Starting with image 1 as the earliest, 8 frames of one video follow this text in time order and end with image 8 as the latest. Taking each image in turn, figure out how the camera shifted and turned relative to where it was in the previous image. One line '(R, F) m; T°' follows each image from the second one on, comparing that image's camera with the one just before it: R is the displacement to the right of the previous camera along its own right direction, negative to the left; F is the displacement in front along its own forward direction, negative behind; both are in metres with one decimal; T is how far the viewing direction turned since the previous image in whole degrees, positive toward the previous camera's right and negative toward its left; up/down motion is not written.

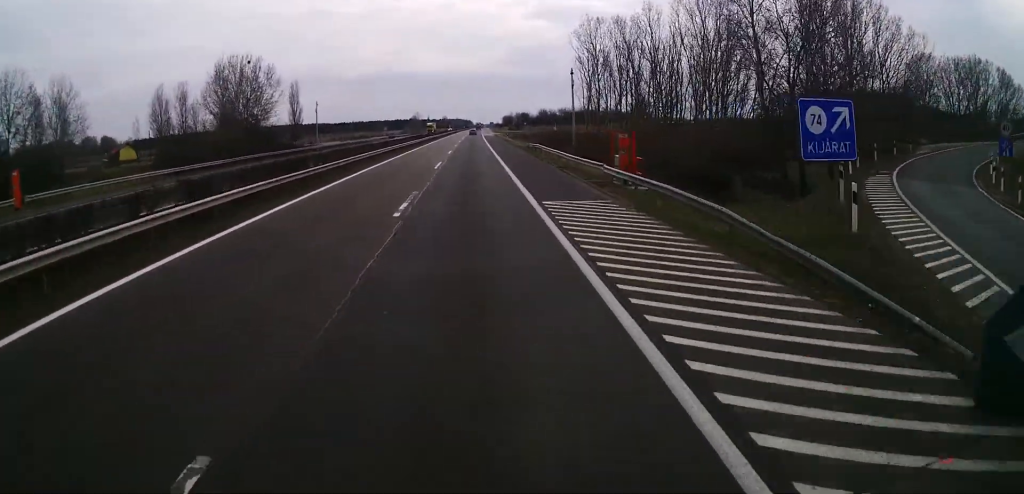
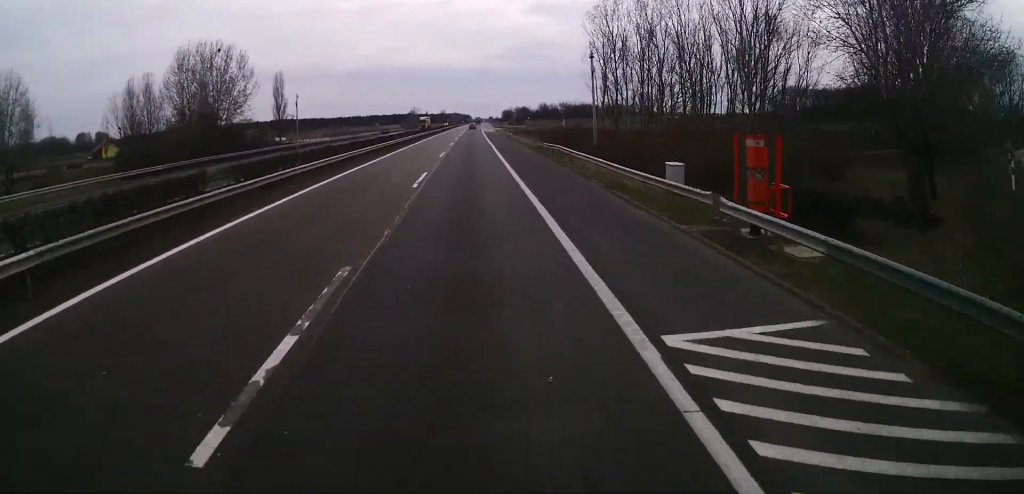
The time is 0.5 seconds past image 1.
(+0.2, +12.4) m; 0°
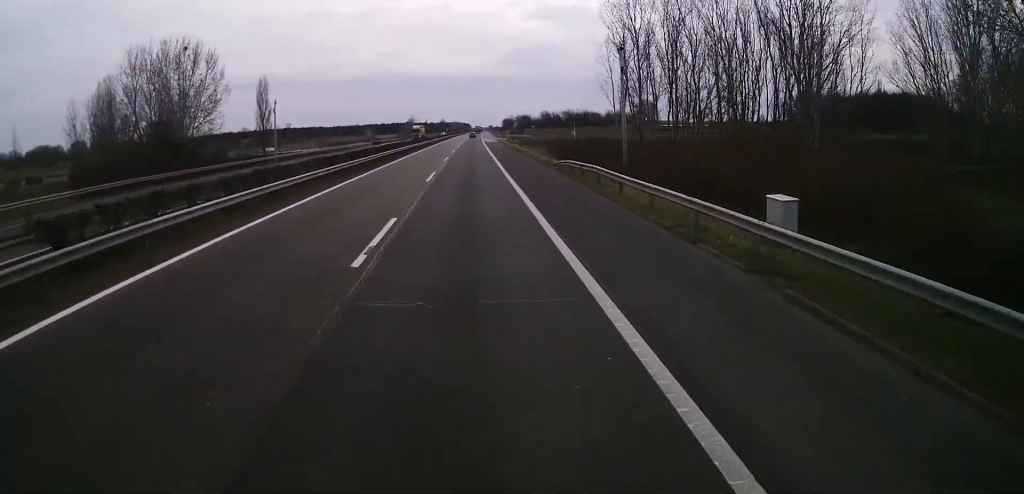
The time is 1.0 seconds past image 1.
(+0.1, +11.6) m; 0°
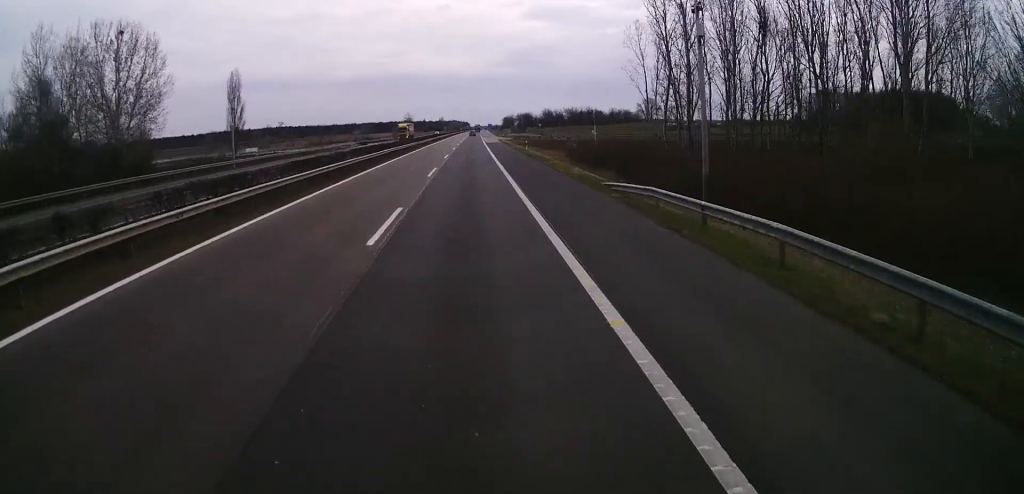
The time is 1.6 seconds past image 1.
(0.0, +16.5) m; 0°
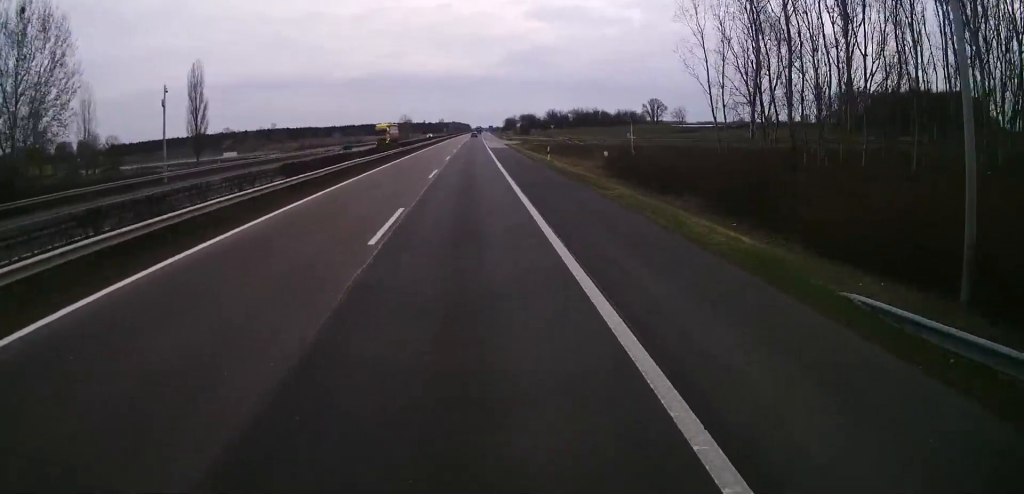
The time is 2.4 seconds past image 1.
(-0.1, +18.2) m; 0°
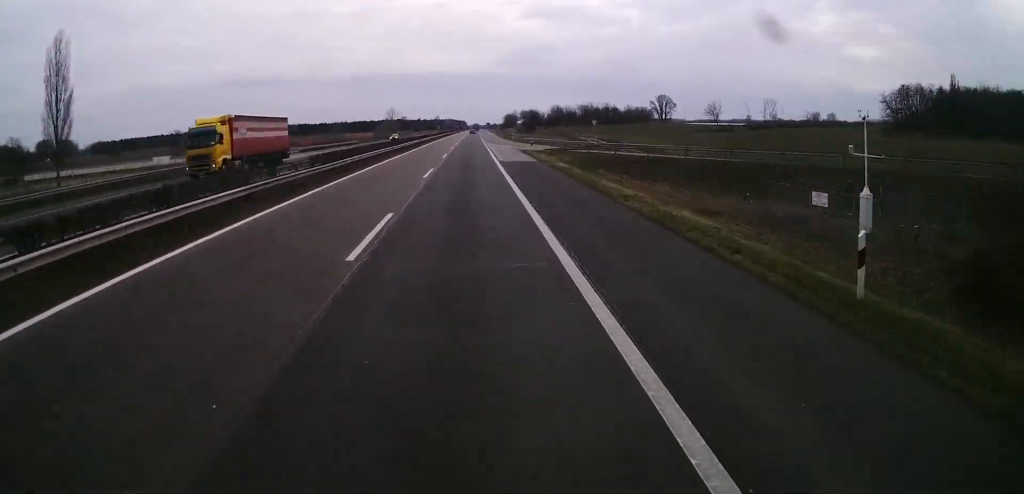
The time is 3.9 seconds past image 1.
(+0.1, +38.9) m; +1°
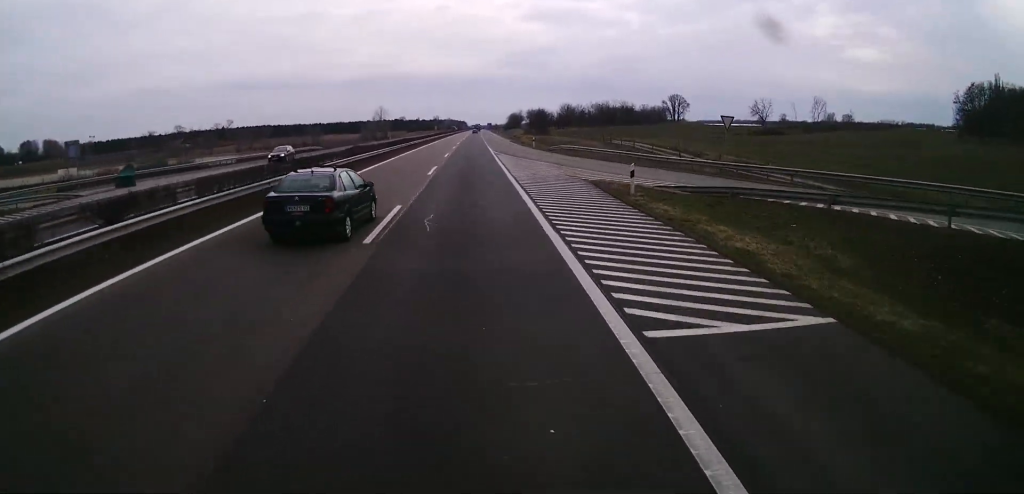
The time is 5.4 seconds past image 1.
(0.0, +35.7) m; 0°
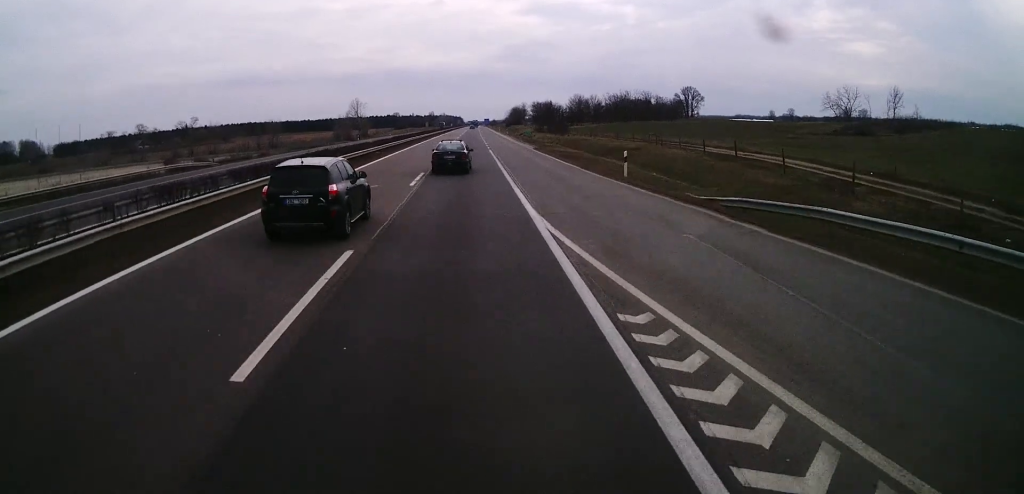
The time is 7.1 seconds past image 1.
(0.0, +43.8) m; 0°
